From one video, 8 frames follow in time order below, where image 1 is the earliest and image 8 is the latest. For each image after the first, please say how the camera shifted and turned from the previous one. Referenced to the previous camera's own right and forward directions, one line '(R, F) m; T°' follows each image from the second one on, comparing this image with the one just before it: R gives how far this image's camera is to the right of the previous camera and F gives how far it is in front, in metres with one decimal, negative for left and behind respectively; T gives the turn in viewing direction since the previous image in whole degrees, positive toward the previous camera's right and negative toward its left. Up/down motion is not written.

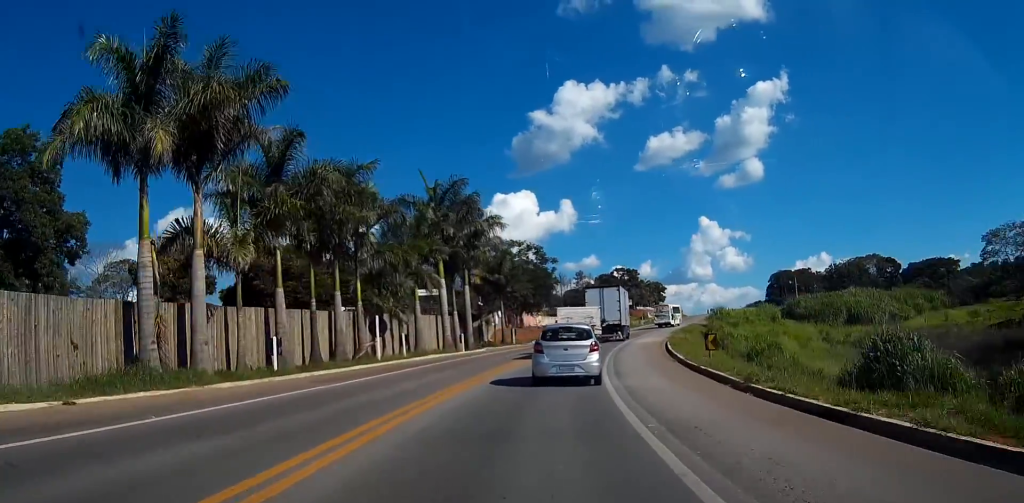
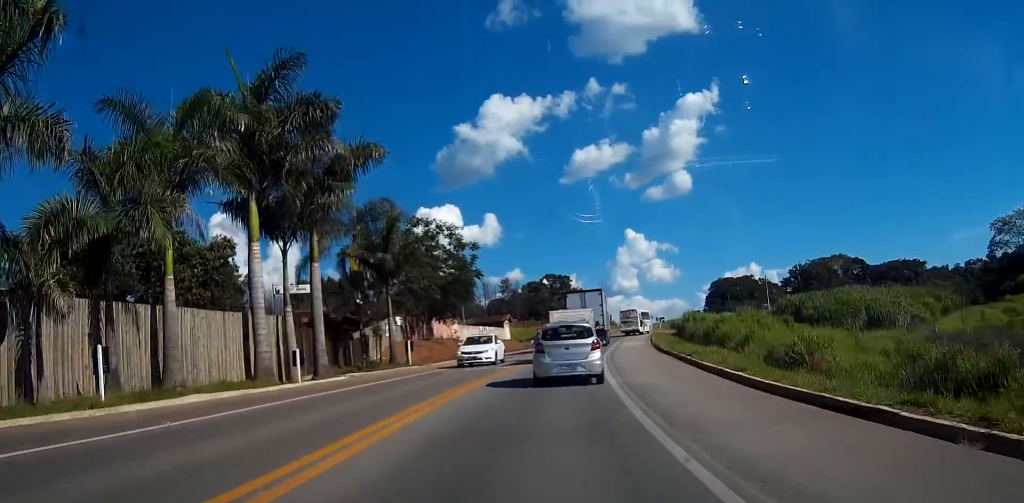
(+1.2, +24.7) m; +5°
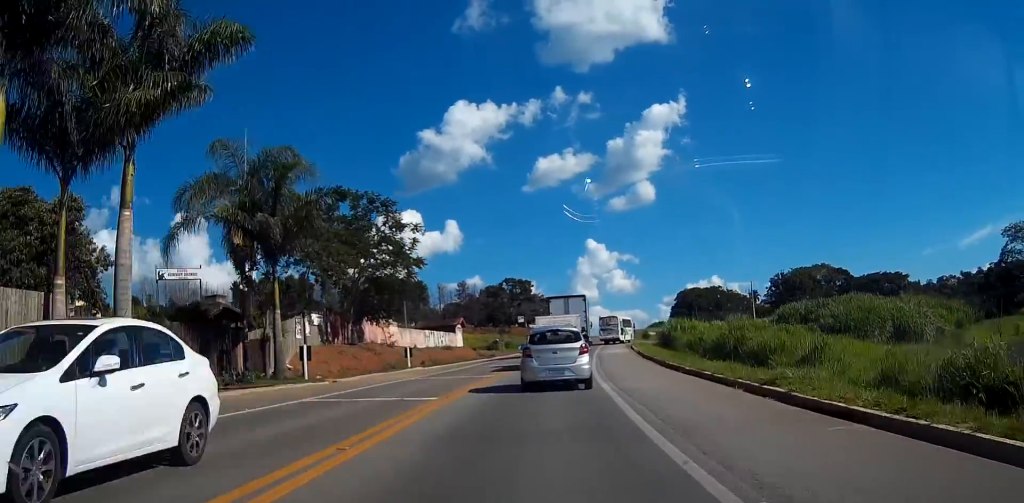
(+0.3, +13.5) m; +3°
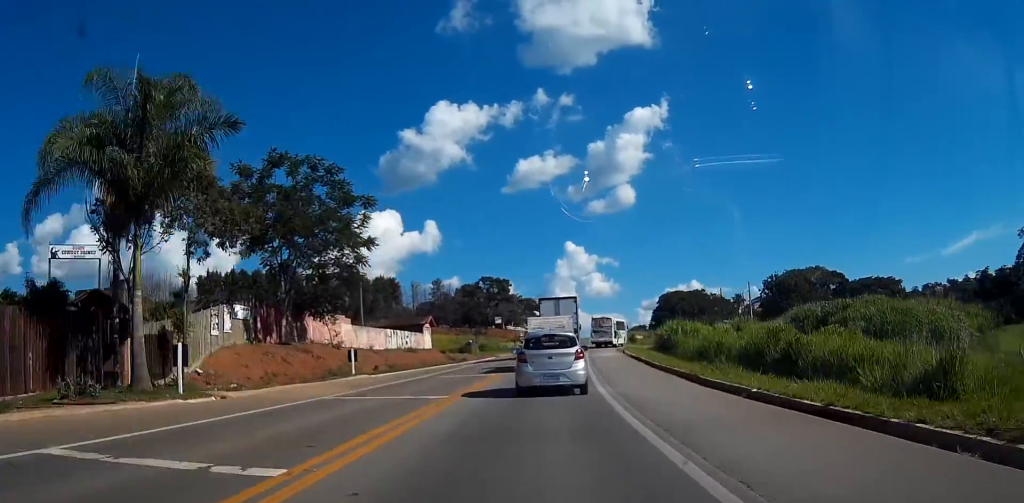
(+0.2, +9.6) m; +2°
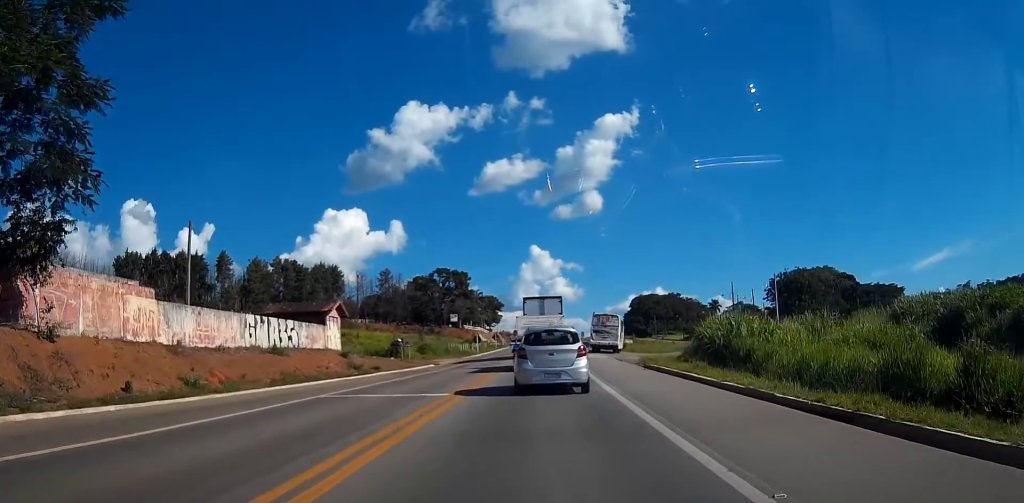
(+0.8, +25.8) m; +3°
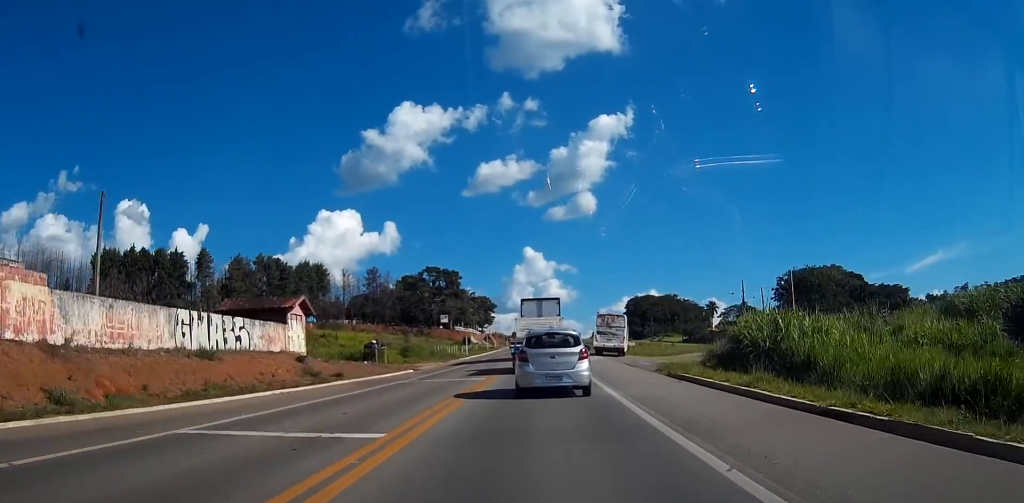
(+0.1, +7.3) m; +1°
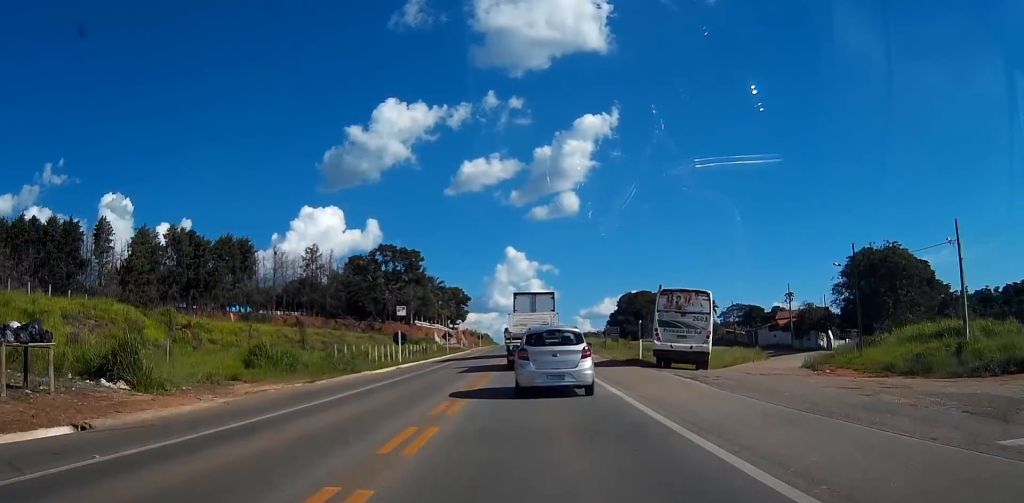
(+0.9, +35.7) m; +2°
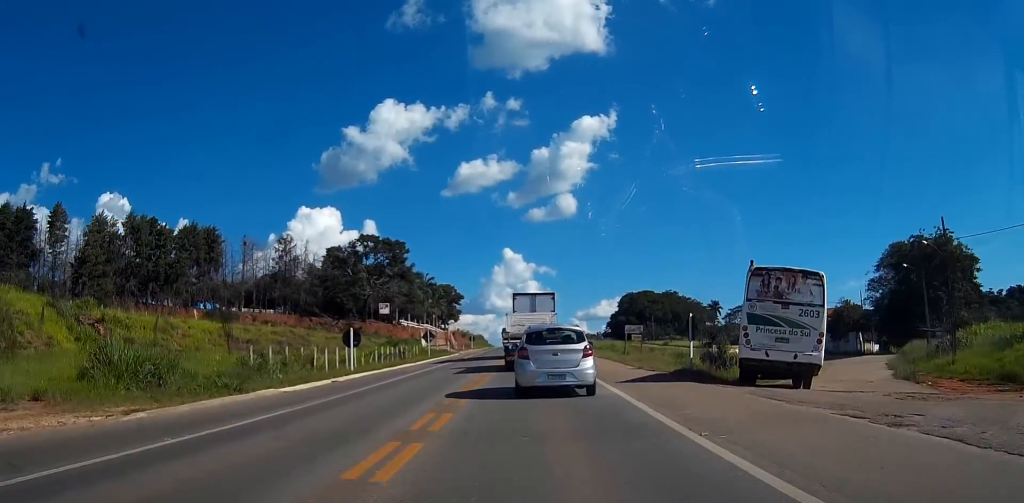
(0.0, +13.8) m; +1°
